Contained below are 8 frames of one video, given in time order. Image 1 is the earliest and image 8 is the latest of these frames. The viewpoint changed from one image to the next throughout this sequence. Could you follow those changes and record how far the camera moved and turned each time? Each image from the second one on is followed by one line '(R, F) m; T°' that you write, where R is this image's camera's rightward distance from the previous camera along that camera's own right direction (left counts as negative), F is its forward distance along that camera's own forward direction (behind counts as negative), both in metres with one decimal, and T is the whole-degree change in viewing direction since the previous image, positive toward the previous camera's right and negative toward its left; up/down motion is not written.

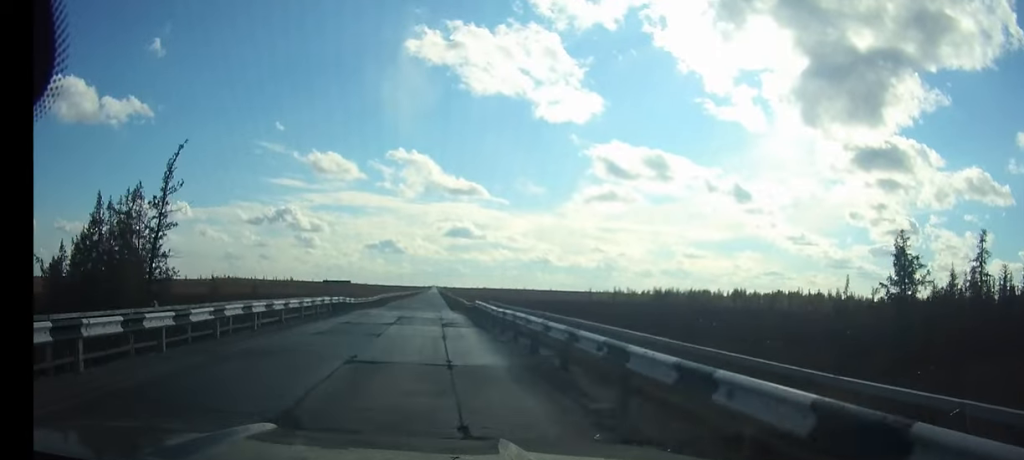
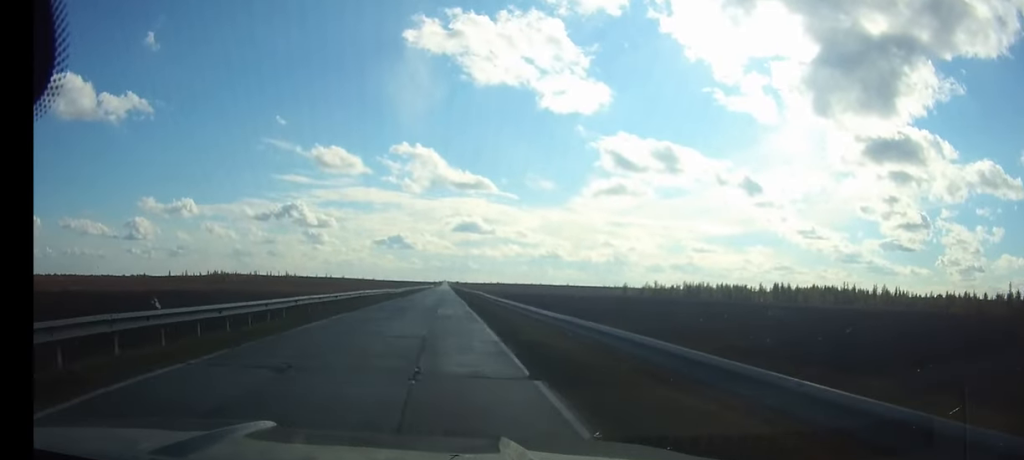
(-0.4, +56.5) m; -1°
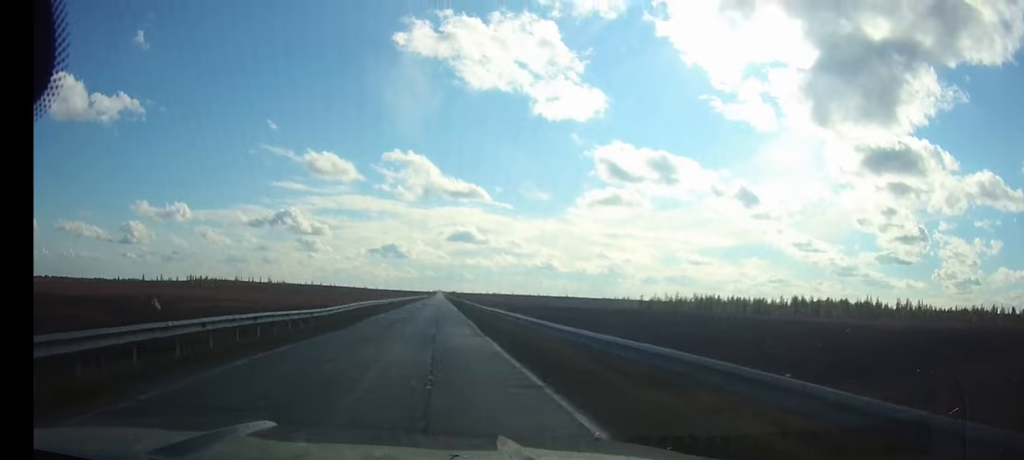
(+0.1, +42.4) m; 0°
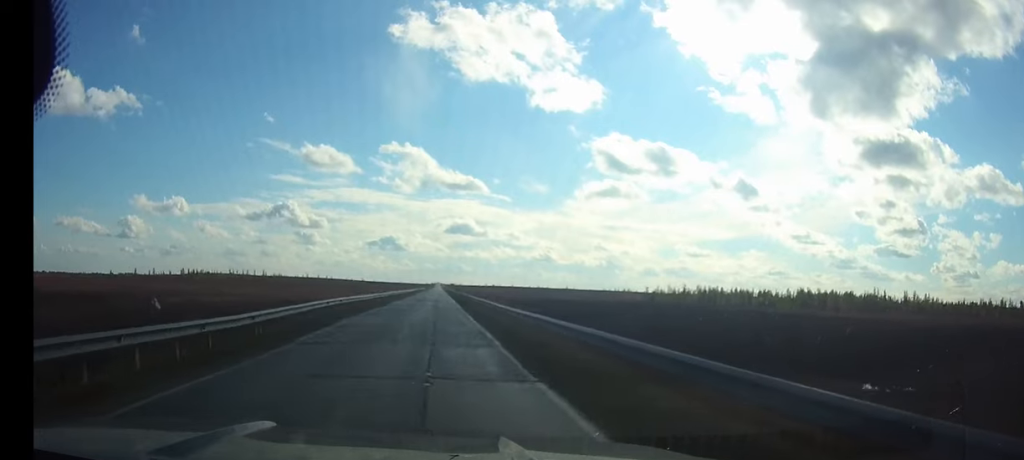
(0.0, +11.5) m; 0°
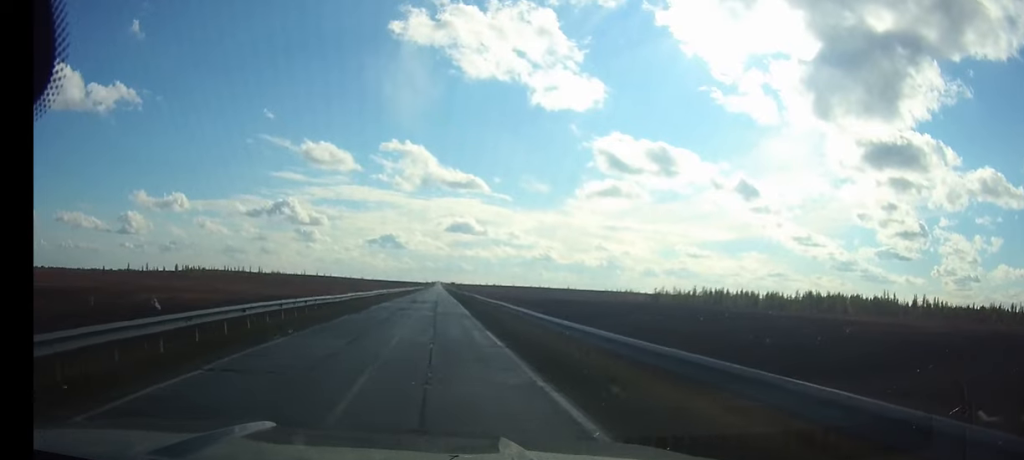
(0.0, +12.5) m; 0°
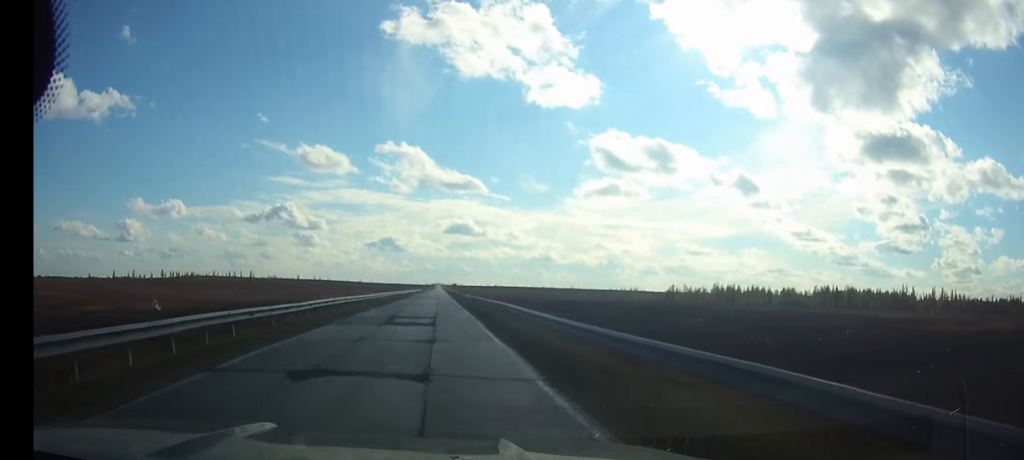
(0.0, +23.7) m; 0°
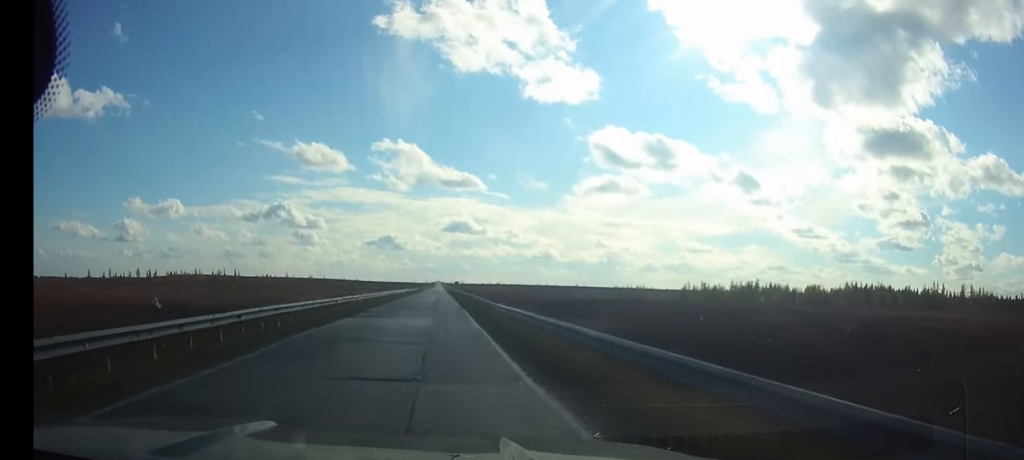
(0.0, +36.7) m; 0°
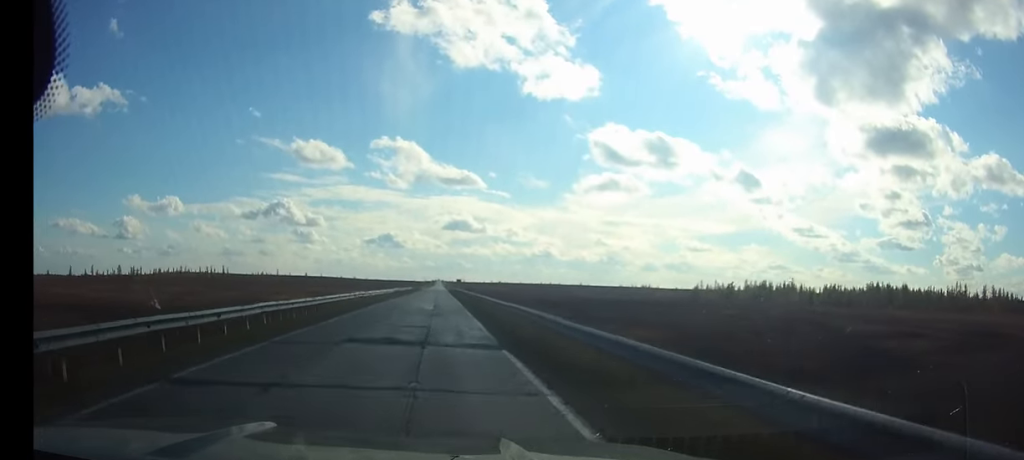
(0.0, +24.8) m; 0°
